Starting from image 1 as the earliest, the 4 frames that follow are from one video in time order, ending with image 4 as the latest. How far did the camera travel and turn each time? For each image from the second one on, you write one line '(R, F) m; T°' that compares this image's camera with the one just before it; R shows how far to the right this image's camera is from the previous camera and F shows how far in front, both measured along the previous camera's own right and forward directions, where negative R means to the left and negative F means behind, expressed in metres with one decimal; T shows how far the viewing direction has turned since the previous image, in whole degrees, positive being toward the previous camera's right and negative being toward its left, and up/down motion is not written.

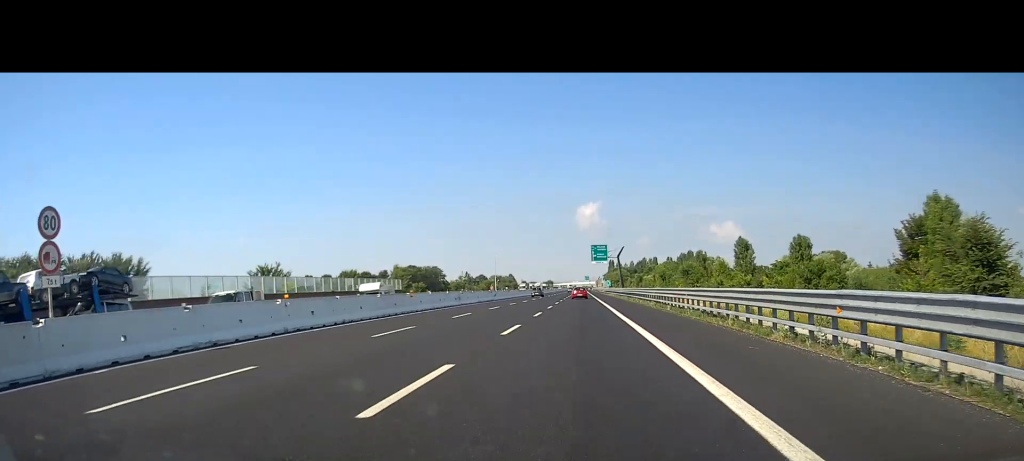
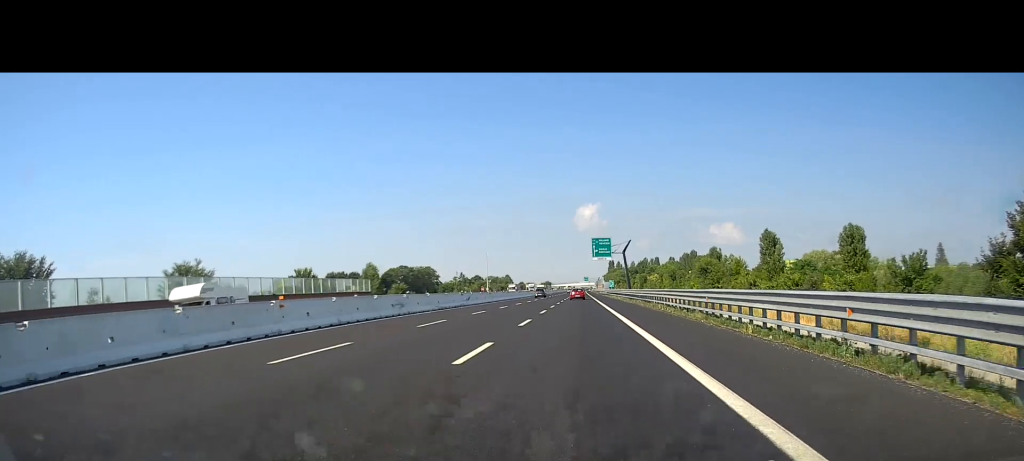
(+0.1, +18.6) m; 0°
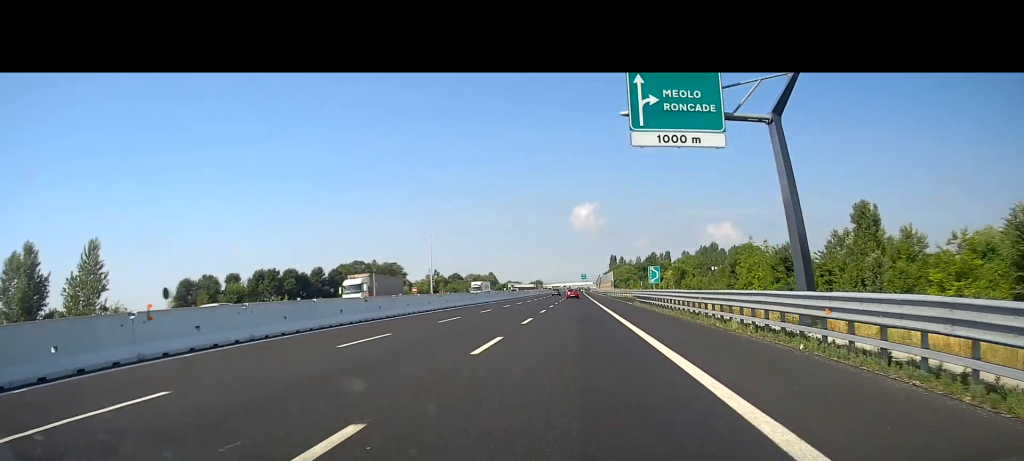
(-0.1, +80.1) m; +1°
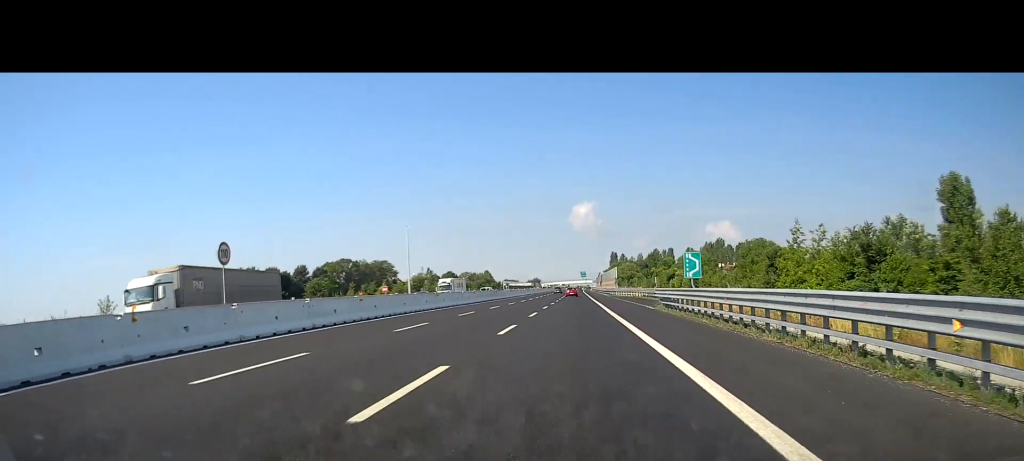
(+0.4, +18.3) m; 0°
